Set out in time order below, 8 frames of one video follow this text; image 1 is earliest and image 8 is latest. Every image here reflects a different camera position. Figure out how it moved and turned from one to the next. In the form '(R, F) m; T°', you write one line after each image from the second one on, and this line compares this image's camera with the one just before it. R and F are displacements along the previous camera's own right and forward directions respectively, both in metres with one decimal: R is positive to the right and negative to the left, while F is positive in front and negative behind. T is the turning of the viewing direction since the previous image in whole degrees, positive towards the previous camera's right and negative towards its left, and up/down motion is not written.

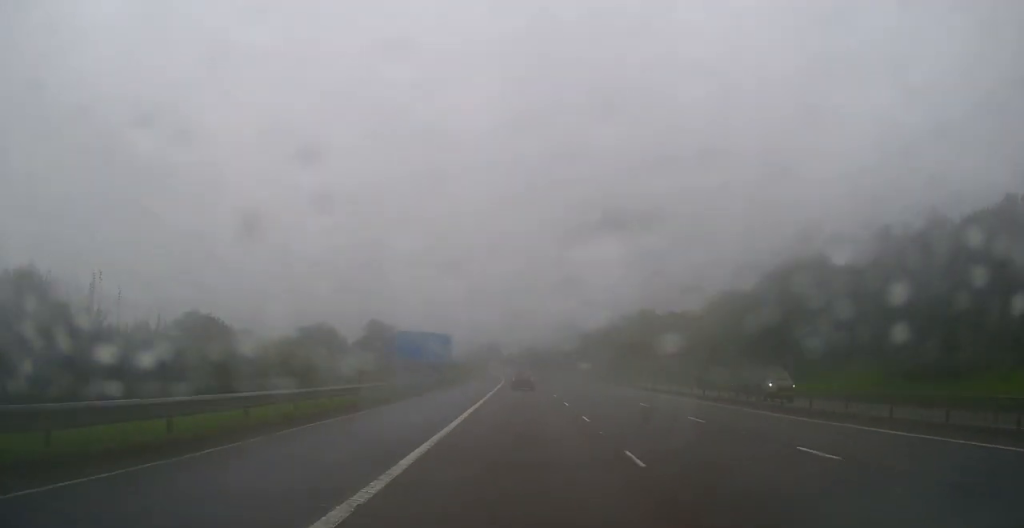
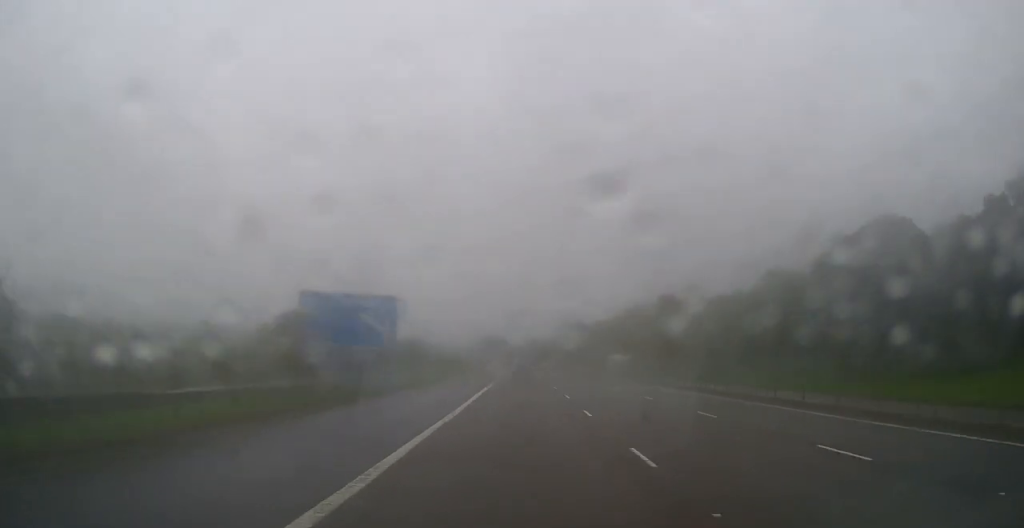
(0.0, +28.0) m; 0°
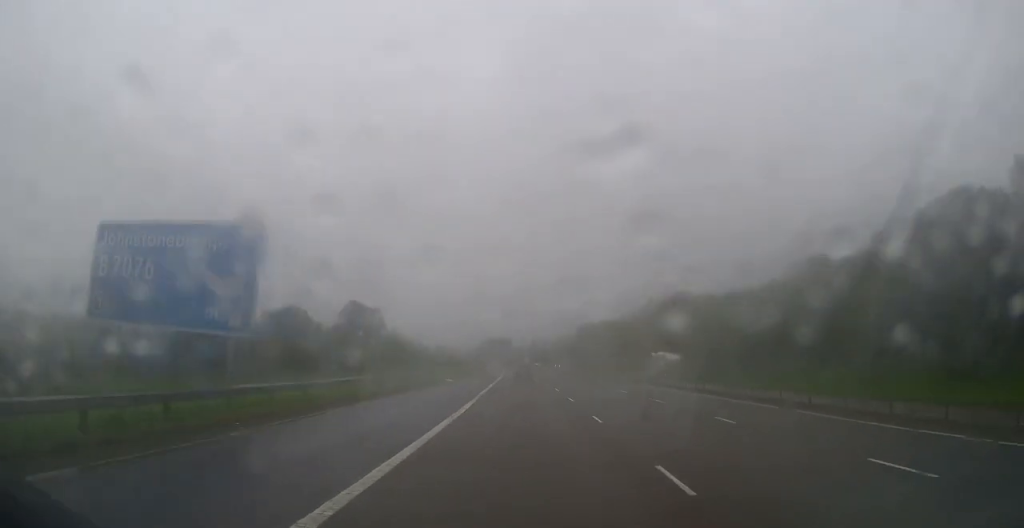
(0.0, +19.6) m; 0°
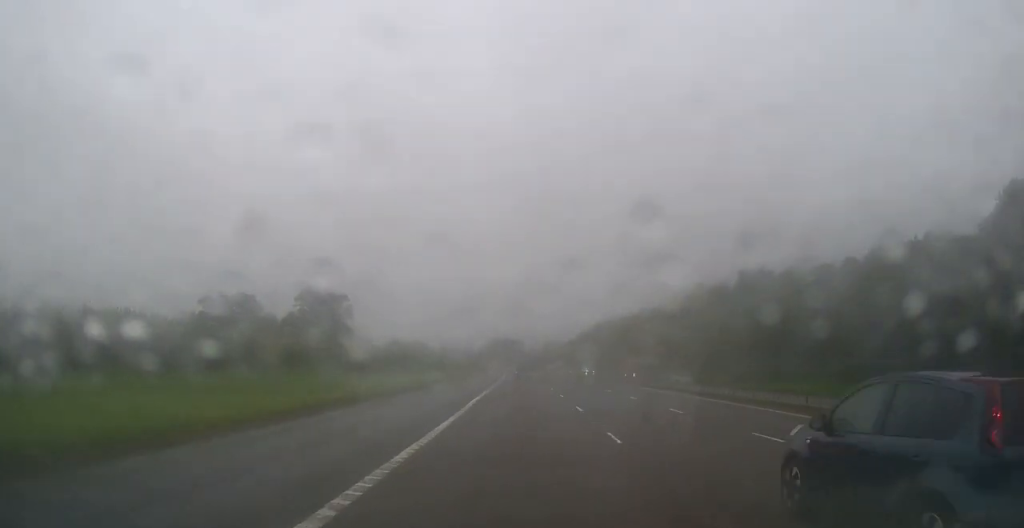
(-0.6, +57.4) m; -1°
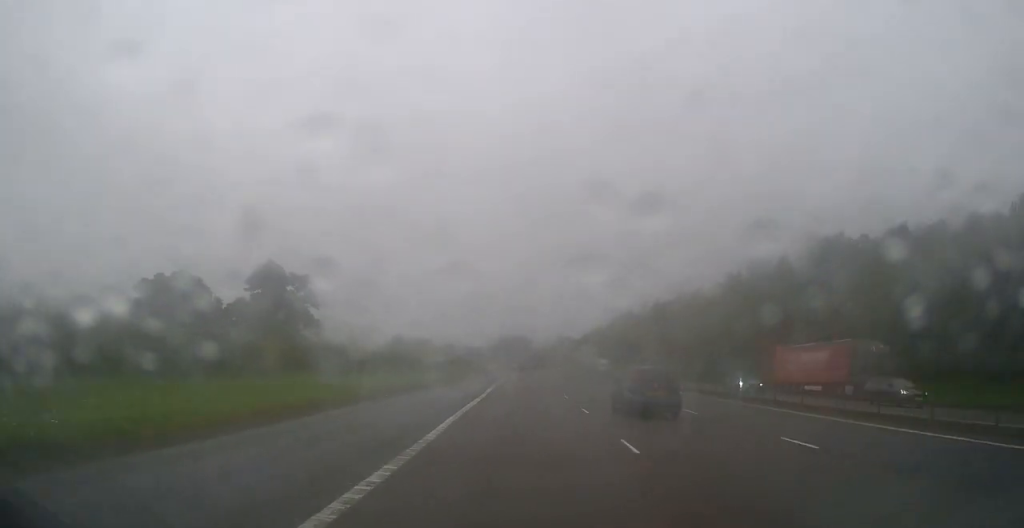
(-0.3, +37.5) m; -1°
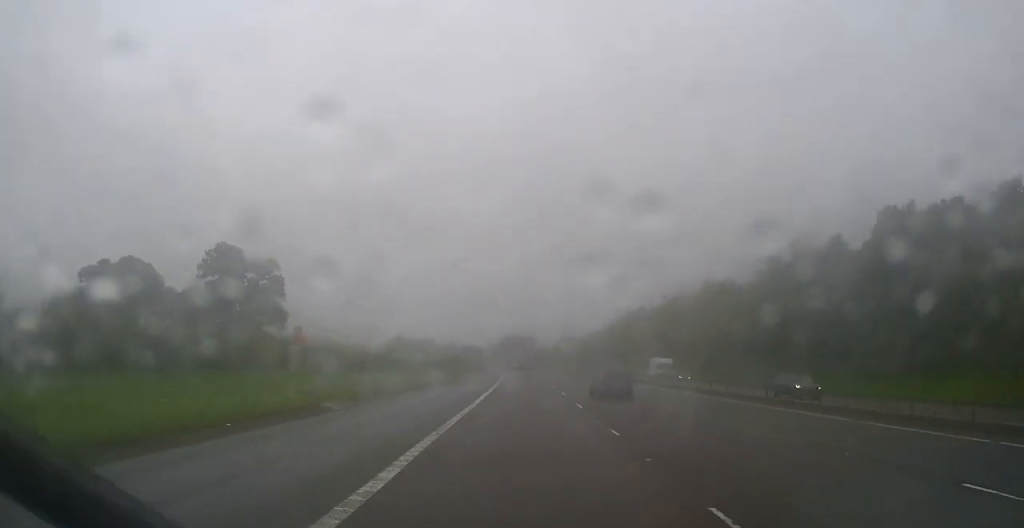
(-0.1, +24.4) m; -1°
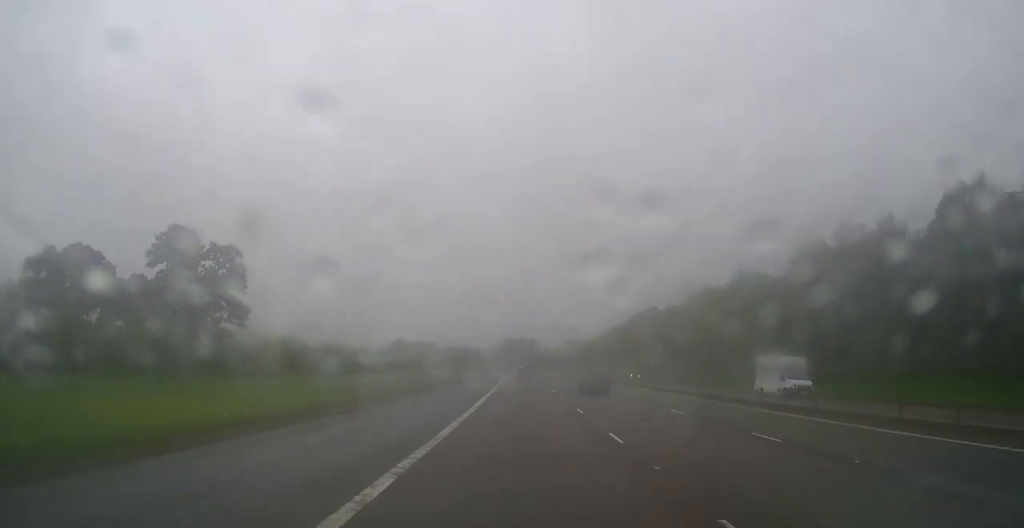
(0.0, +18.7) m; 0°
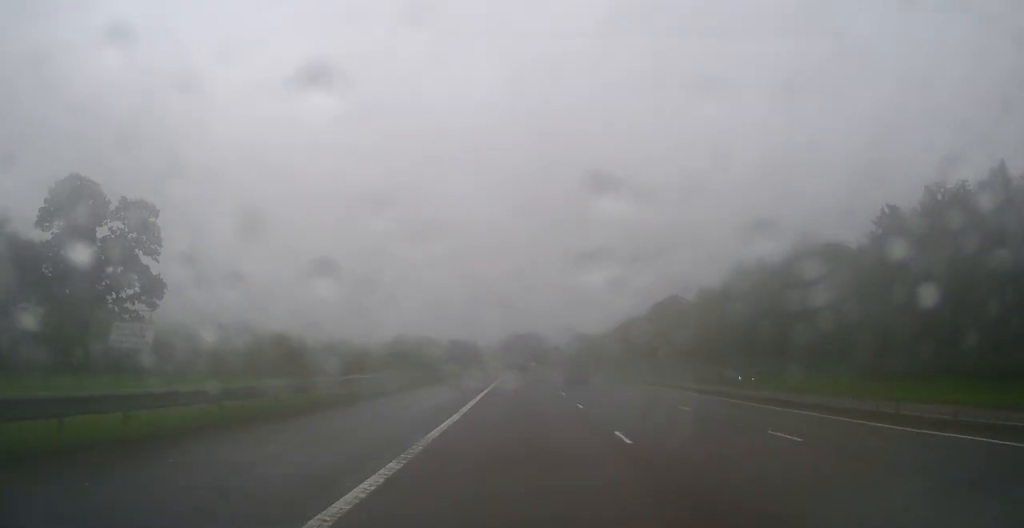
(-0.1, +28.8) m; 0°
